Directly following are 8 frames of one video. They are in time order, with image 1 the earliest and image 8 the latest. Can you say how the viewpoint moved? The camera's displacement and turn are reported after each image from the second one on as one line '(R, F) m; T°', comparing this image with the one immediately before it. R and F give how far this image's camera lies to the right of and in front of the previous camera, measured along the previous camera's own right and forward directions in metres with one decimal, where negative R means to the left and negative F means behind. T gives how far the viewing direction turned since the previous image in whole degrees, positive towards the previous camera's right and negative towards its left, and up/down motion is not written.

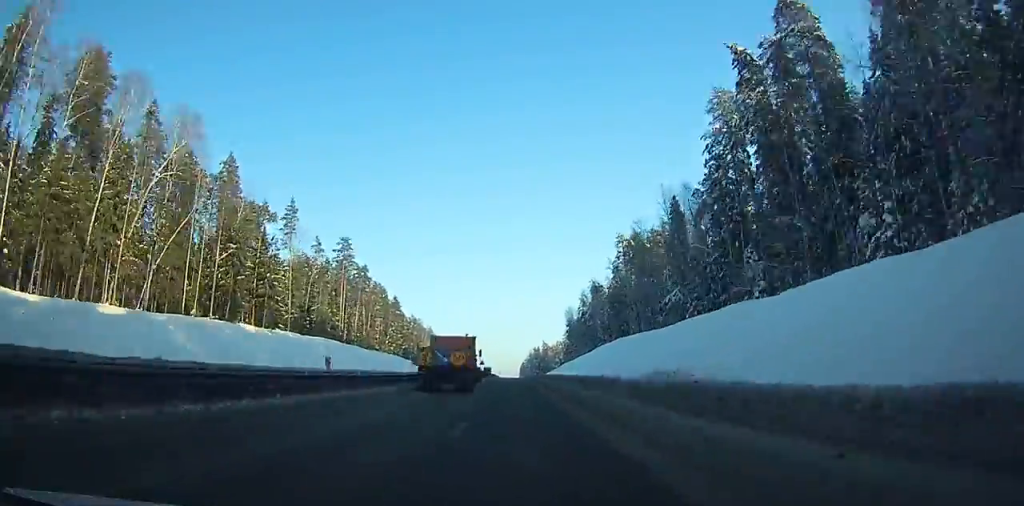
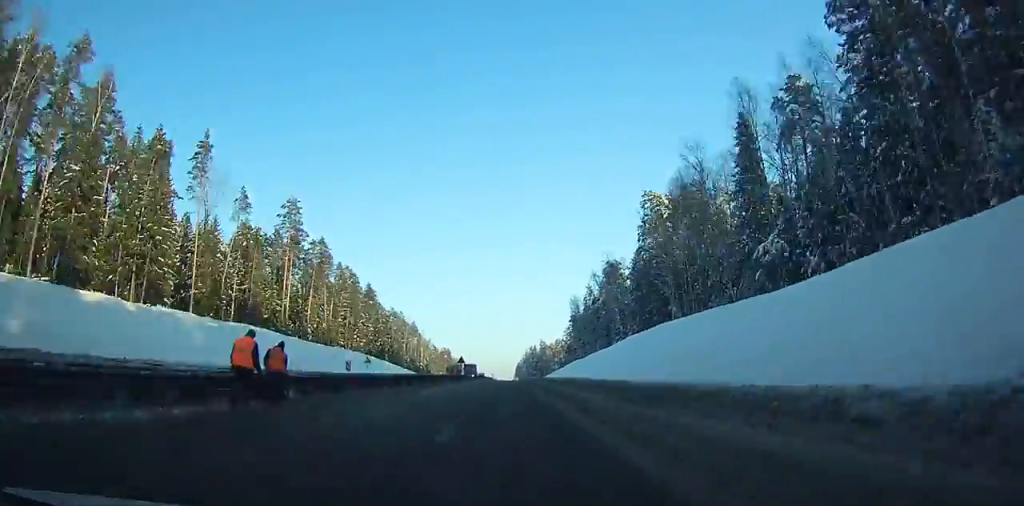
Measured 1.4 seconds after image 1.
(0.0, +36.6) m; 0°
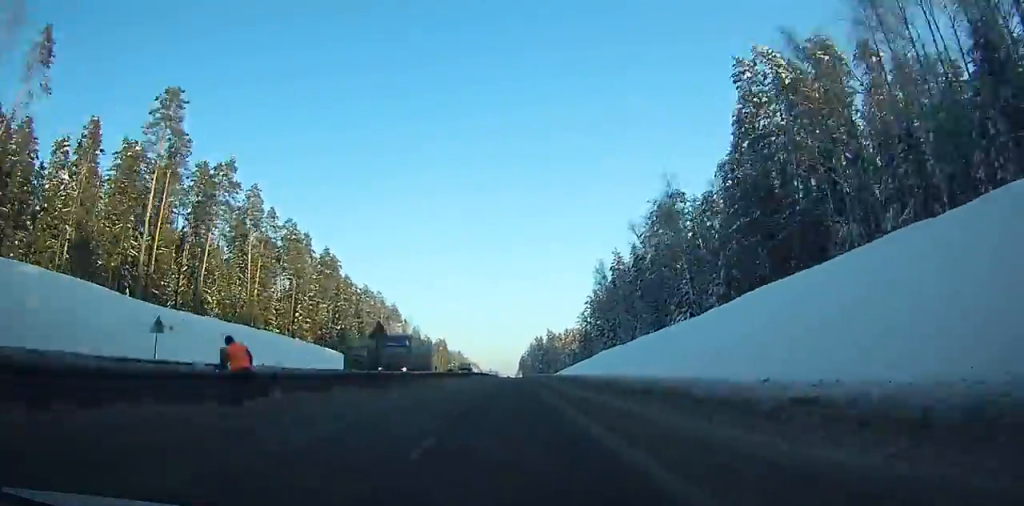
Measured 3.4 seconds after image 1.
(+0.3, +52.2) m; 0°
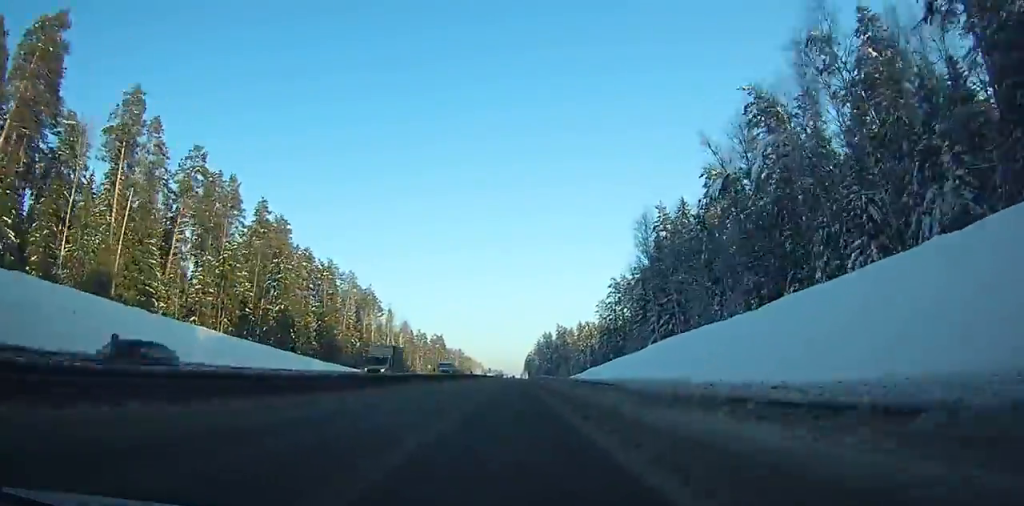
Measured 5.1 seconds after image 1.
(-0.1, +44.9) m; 0°
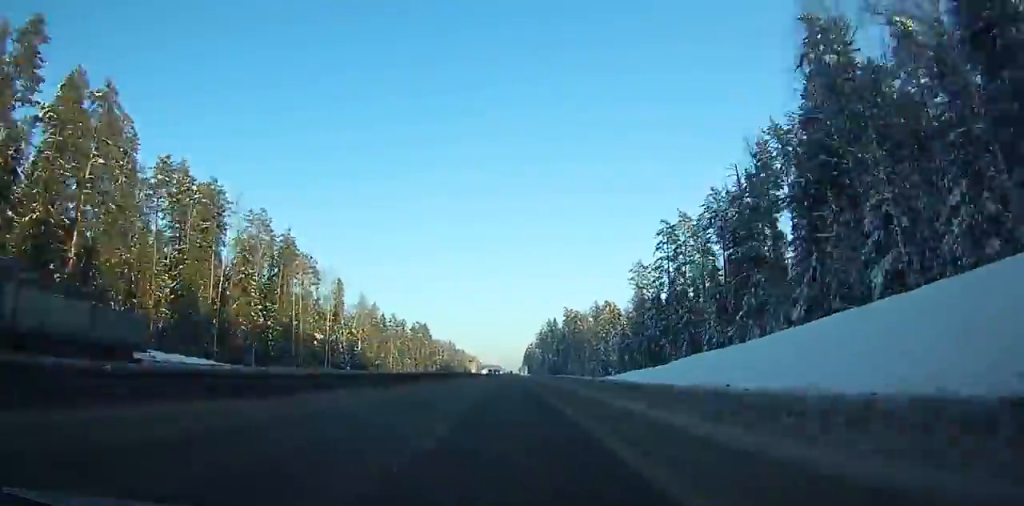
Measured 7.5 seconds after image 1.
(-0.2, +64.2) m; 0°
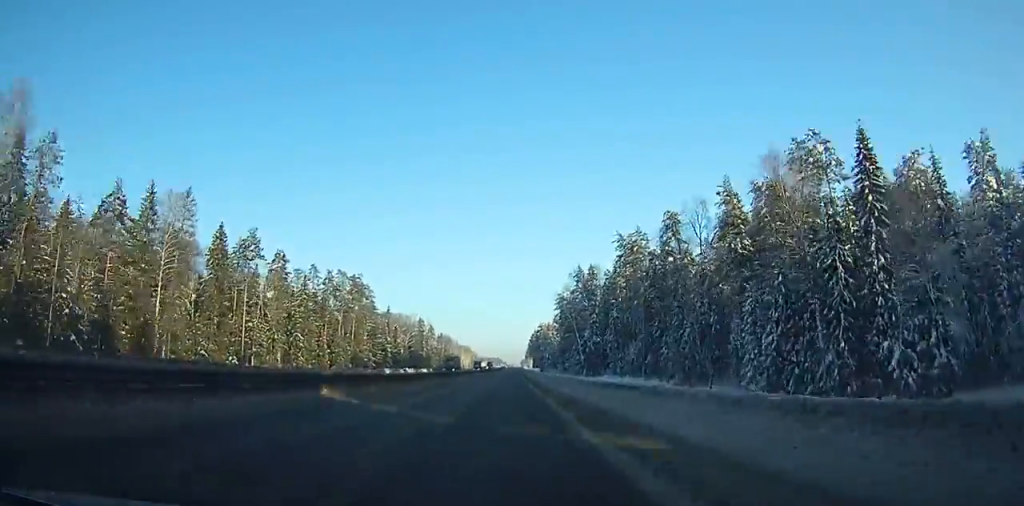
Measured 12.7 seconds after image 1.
(+0.6, +144.5) m; 0°
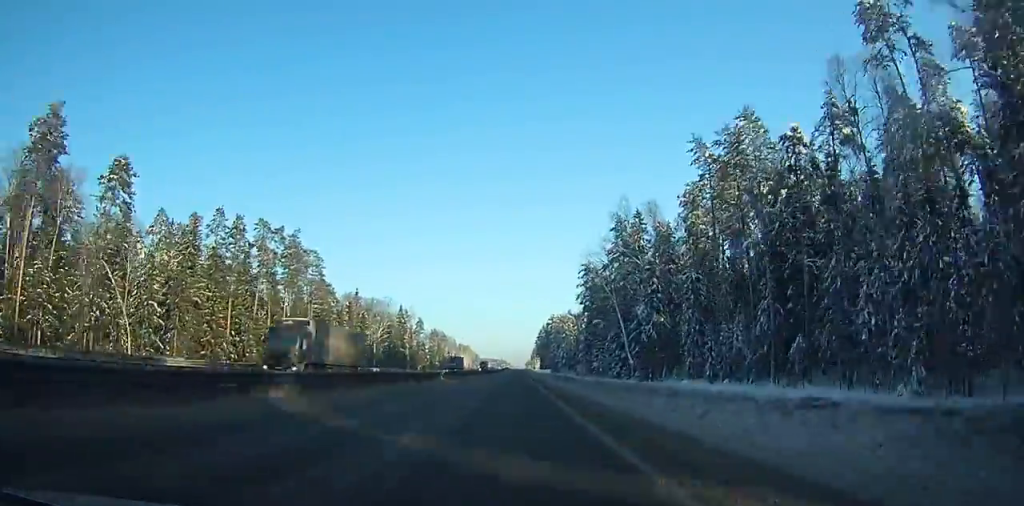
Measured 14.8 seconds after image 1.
(-0.2, +61.2) m; 0°
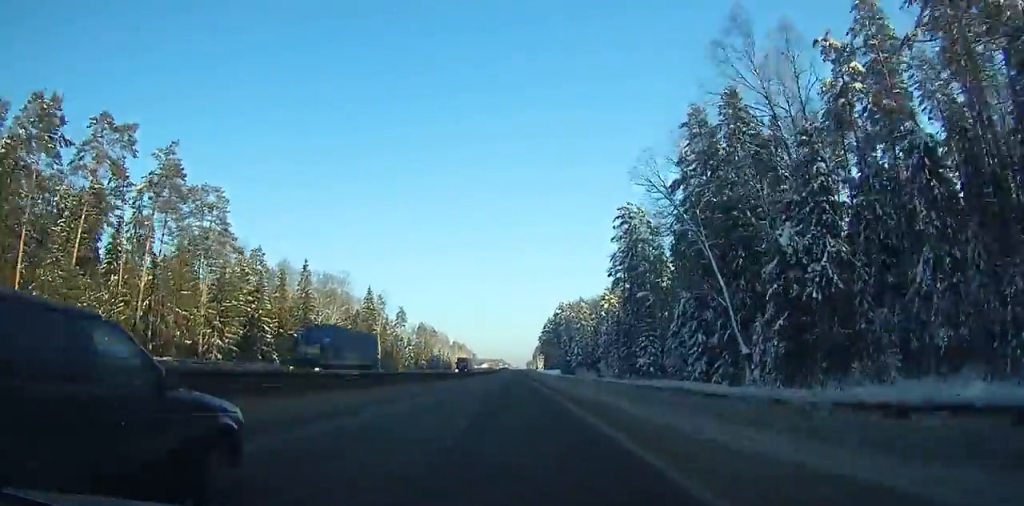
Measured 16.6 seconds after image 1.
(-0.1, +52.9) m; 0°
